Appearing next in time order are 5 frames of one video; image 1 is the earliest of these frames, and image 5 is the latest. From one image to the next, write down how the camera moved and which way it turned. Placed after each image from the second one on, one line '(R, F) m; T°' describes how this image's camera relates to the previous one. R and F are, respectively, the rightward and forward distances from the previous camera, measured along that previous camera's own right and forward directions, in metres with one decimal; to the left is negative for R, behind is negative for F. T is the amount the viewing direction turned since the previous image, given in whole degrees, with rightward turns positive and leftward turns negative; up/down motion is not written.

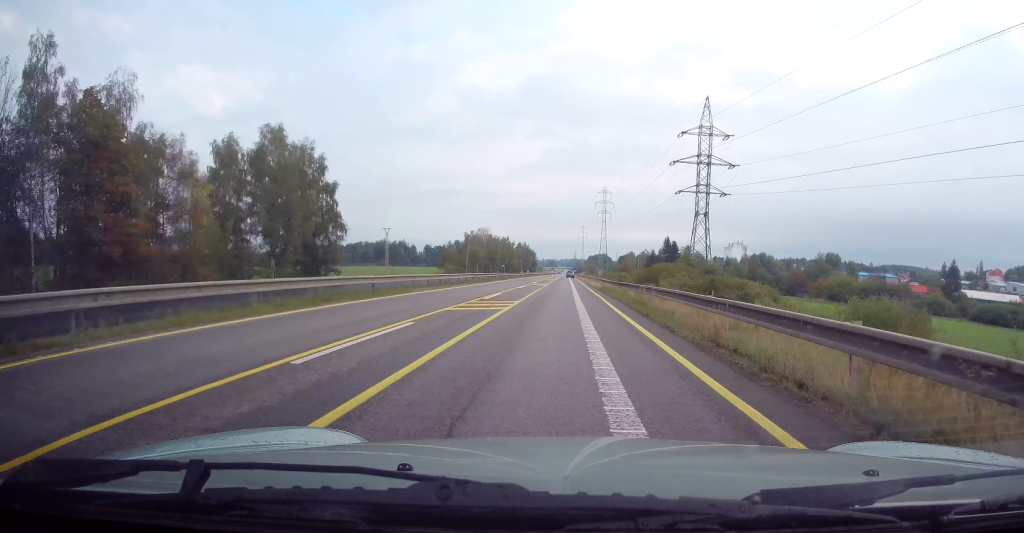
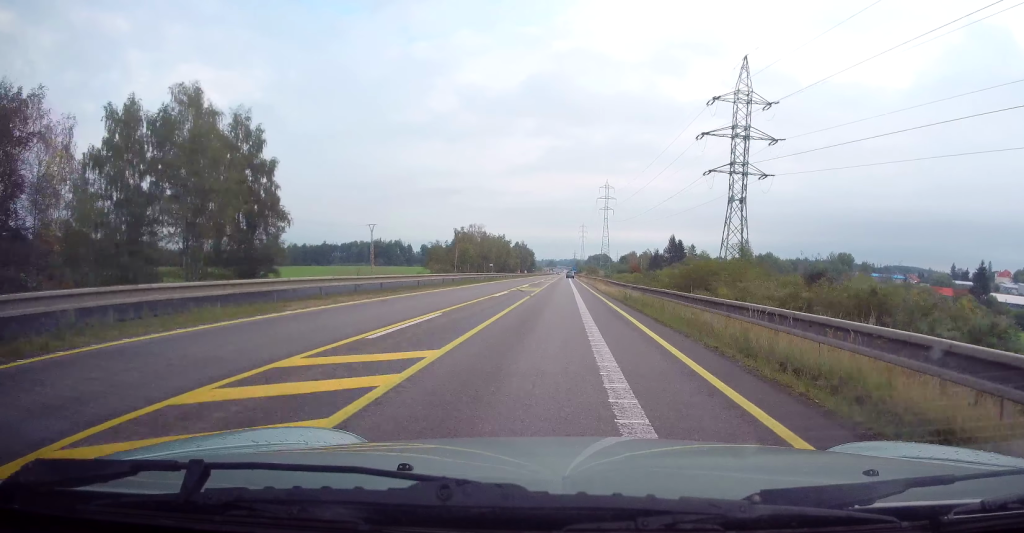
(-0.3, +15.2) m; -1°
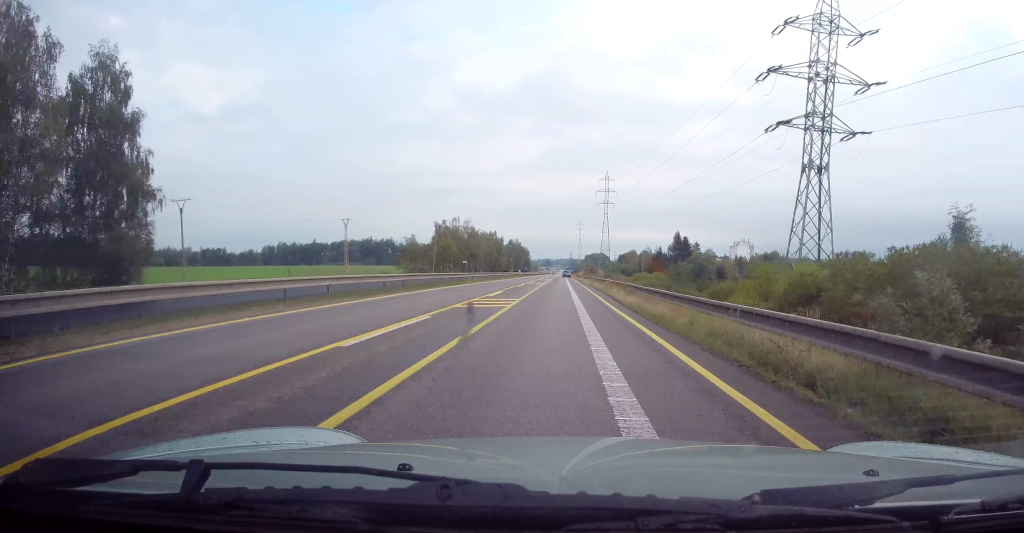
(+0.2, +18.5) m; +1°
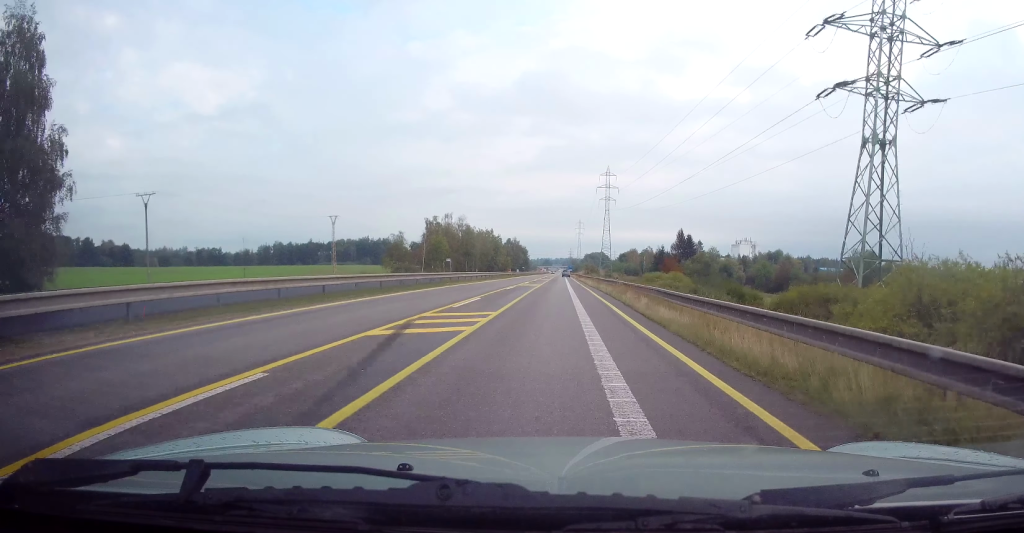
(+0.1, +8.6) m; 0°
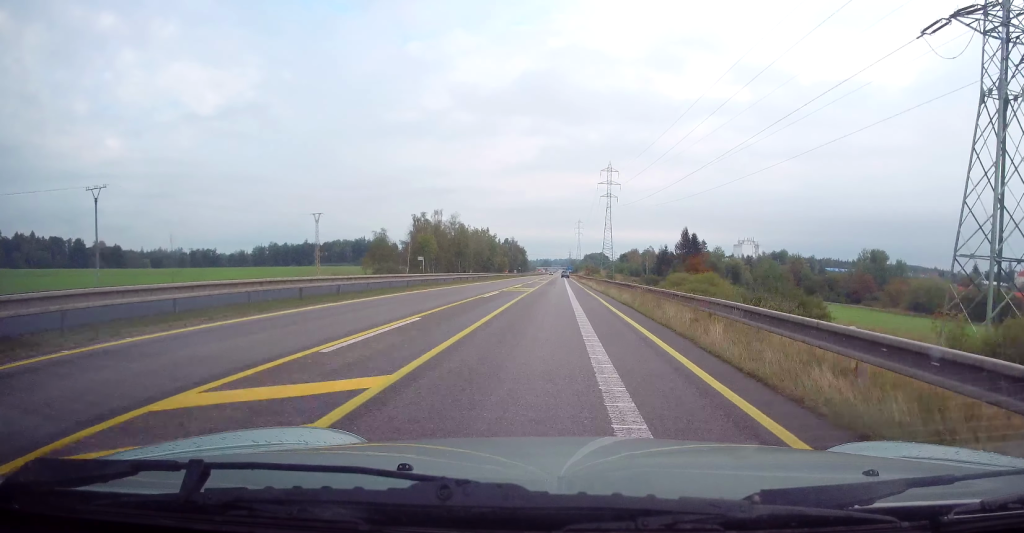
(0.0, +10.0) m; 0°
